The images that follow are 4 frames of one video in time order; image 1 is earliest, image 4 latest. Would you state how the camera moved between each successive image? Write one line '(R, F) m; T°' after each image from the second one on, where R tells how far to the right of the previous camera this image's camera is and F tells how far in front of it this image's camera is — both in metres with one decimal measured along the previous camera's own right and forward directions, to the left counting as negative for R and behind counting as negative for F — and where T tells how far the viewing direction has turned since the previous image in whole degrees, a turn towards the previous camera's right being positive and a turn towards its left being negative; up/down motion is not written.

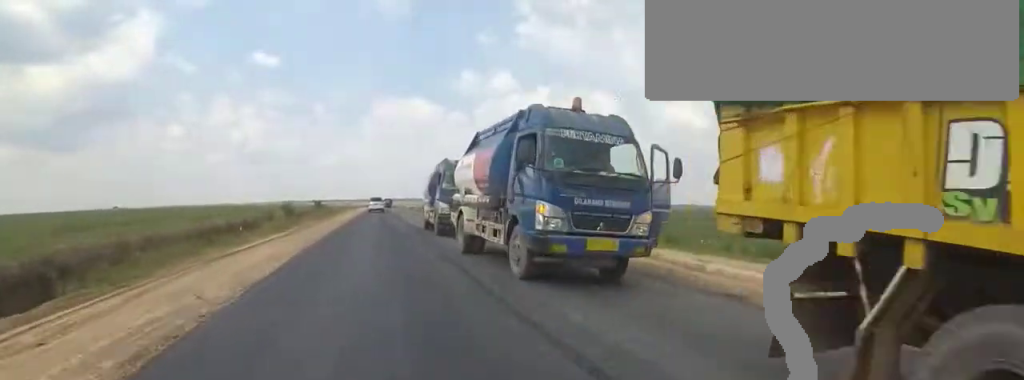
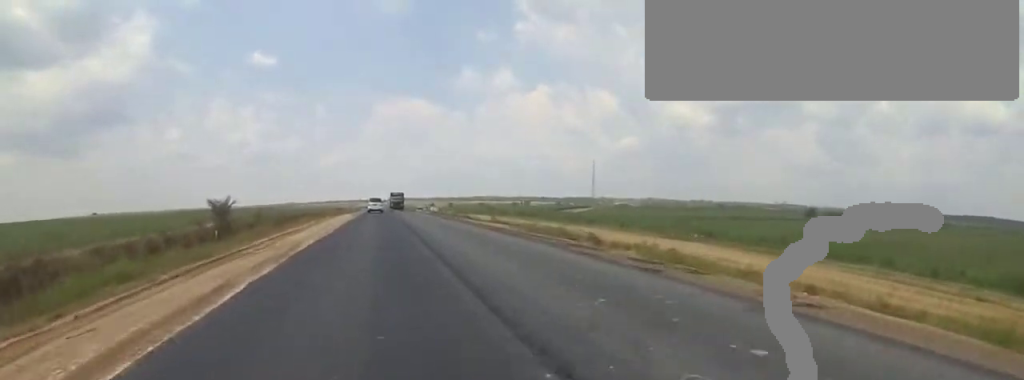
(+2.5, +52.1) m; +2°
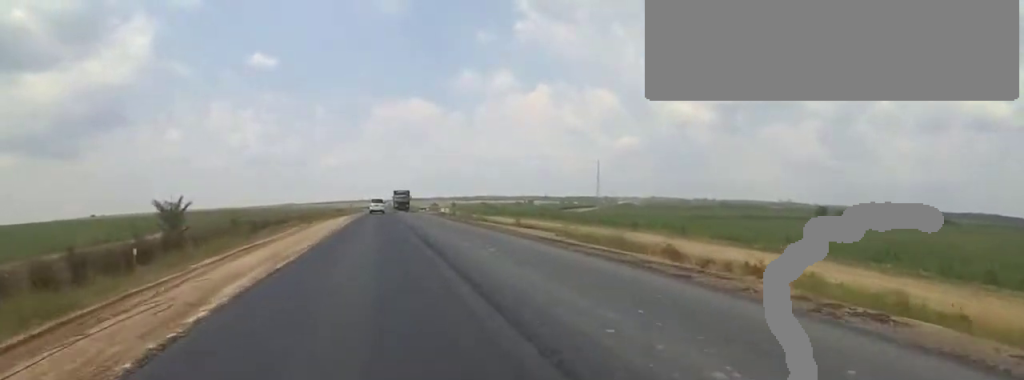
(0.0, +8.4) m; -1°
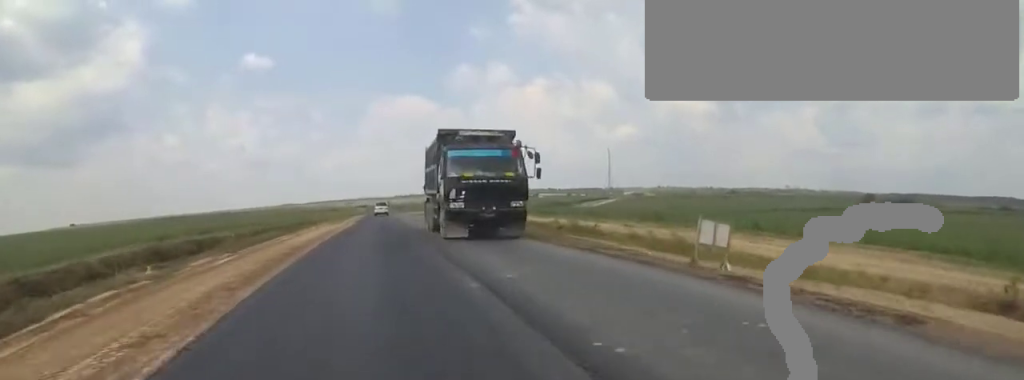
(-0.4, +40.0) m; +3°
